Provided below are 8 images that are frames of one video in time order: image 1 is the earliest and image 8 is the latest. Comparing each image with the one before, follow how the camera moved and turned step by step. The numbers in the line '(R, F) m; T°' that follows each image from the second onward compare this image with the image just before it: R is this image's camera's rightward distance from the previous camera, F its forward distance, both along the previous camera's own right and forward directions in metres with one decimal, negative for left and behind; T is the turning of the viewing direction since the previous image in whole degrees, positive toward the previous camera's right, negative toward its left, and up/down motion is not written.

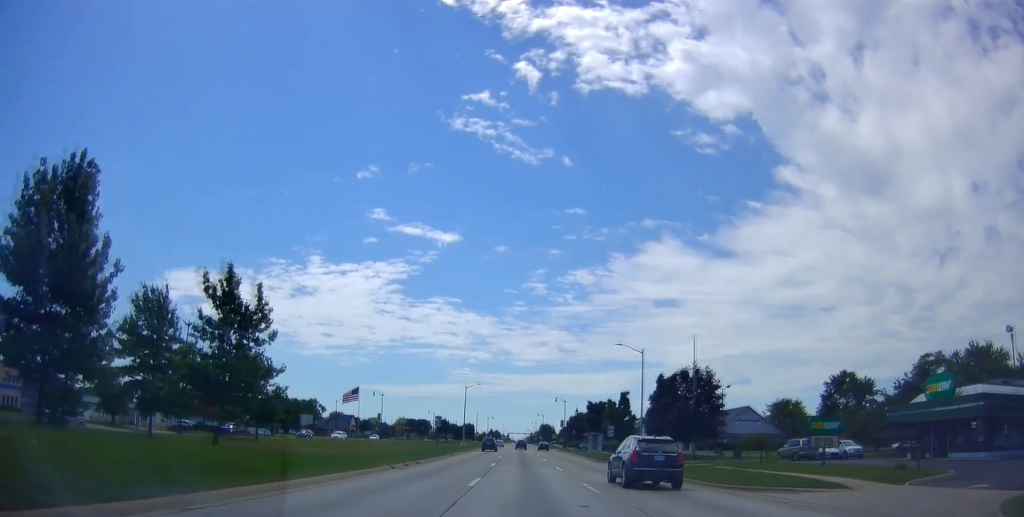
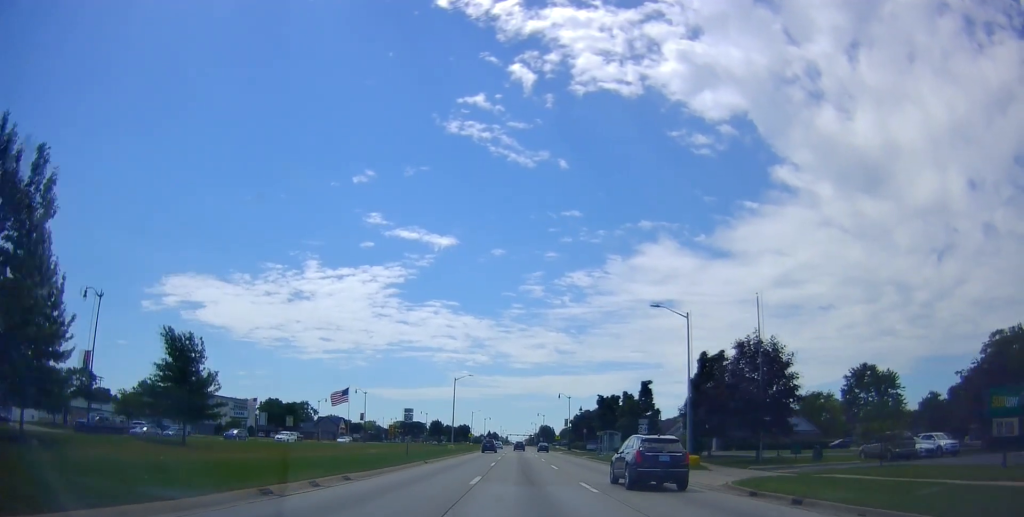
(0.0, +13.5) m; 0°
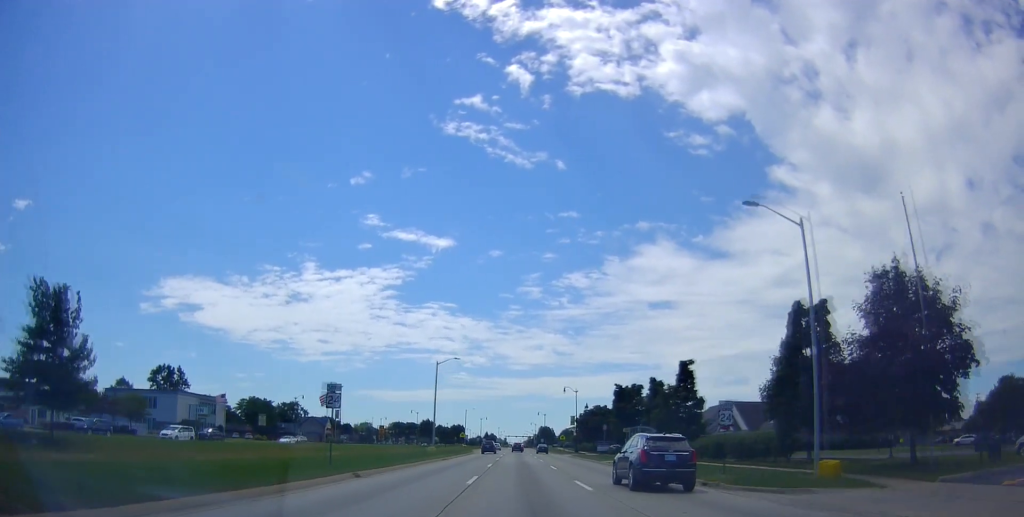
(0.0, +15.5) m; 0°
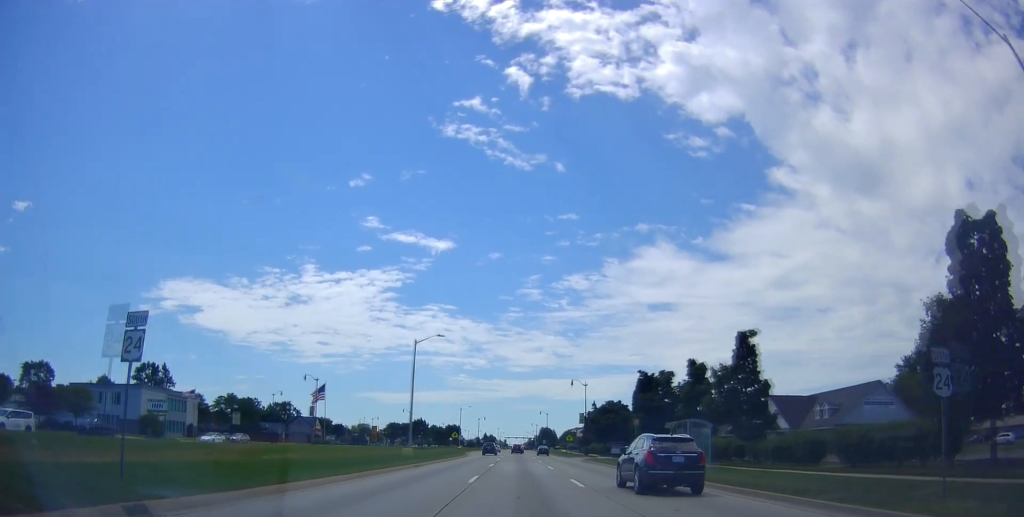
(0.0, +13.0) m; -2°
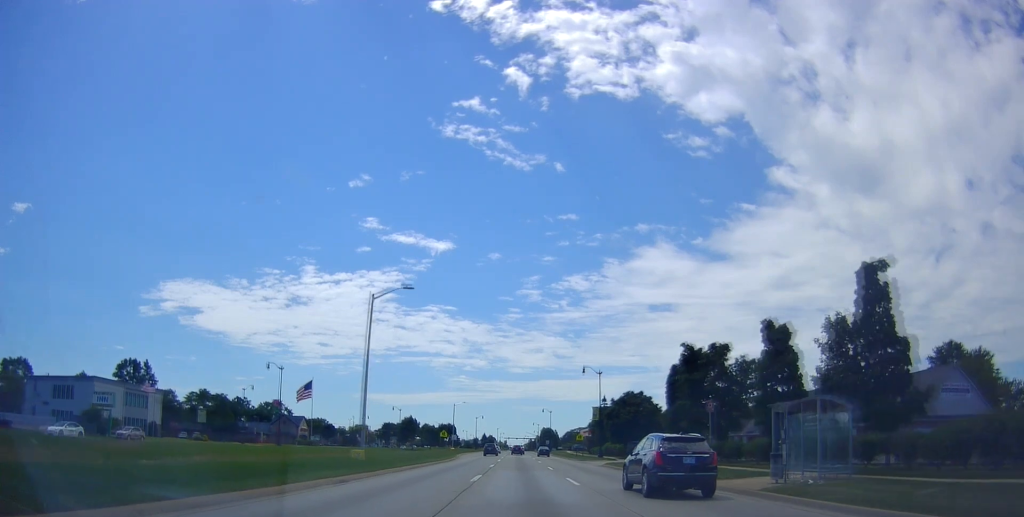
(-0.3, +14.3) m; -1°
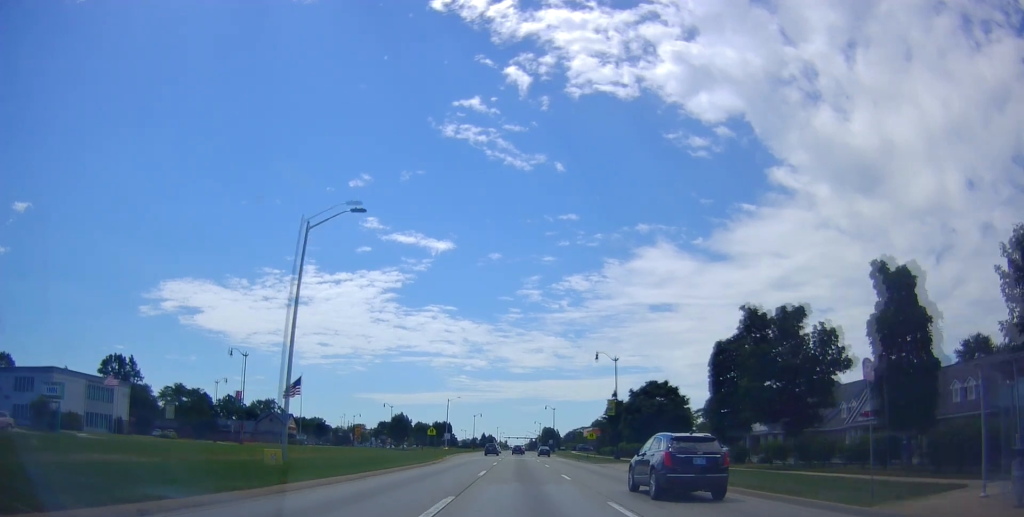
(-0.4, +11.0) m; 0°
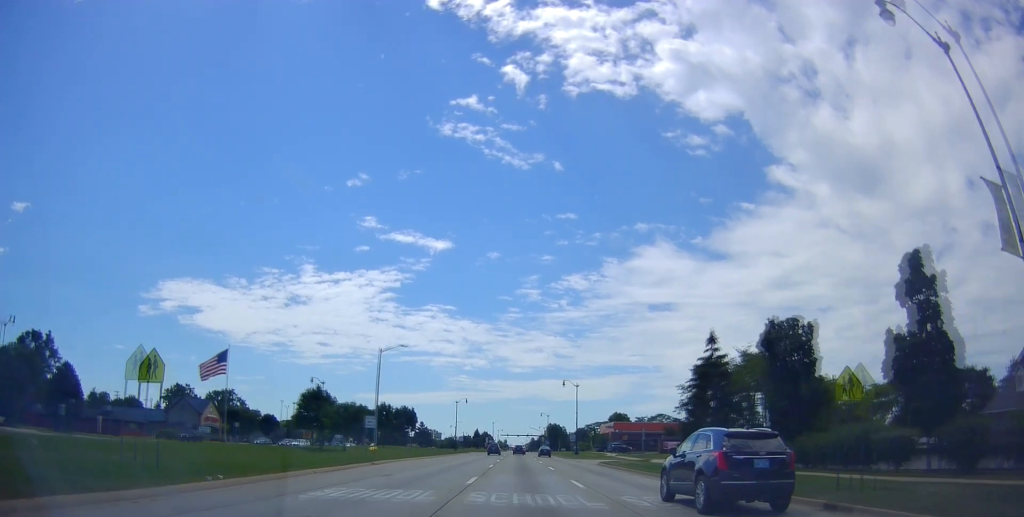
(+1.0, +51.0) m; 0°
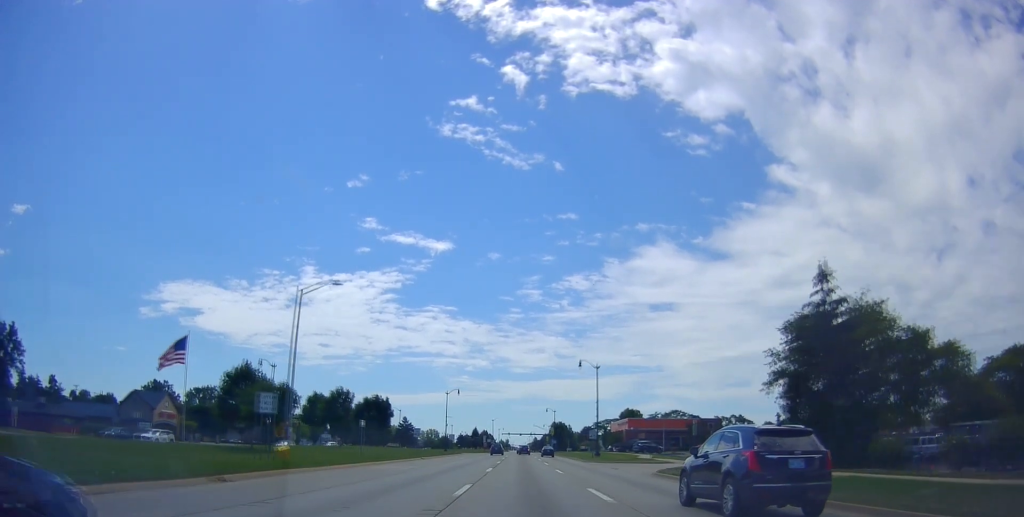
(+0.3, +20.0) m; +2°
